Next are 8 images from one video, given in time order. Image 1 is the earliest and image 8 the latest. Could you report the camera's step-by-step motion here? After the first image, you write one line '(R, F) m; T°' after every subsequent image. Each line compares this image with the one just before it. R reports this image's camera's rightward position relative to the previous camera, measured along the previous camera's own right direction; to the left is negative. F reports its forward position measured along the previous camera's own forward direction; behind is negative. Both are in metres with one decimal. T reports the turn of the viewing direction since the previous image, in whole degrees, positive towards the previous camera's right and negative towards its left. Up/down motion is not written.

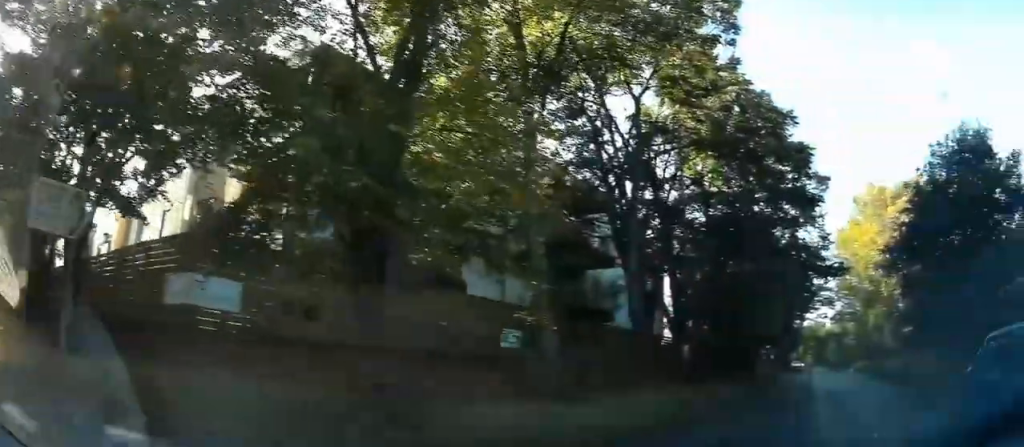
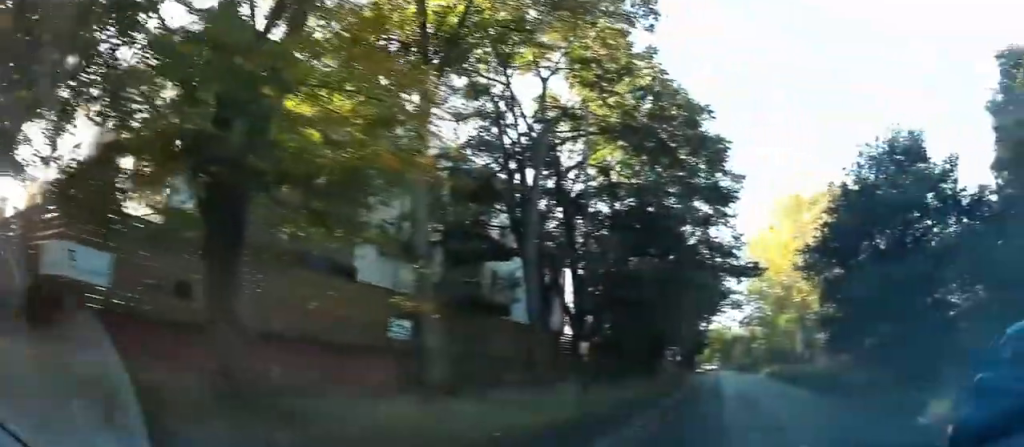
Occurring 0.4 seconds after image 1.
(0.0, +1.0) m; +6°
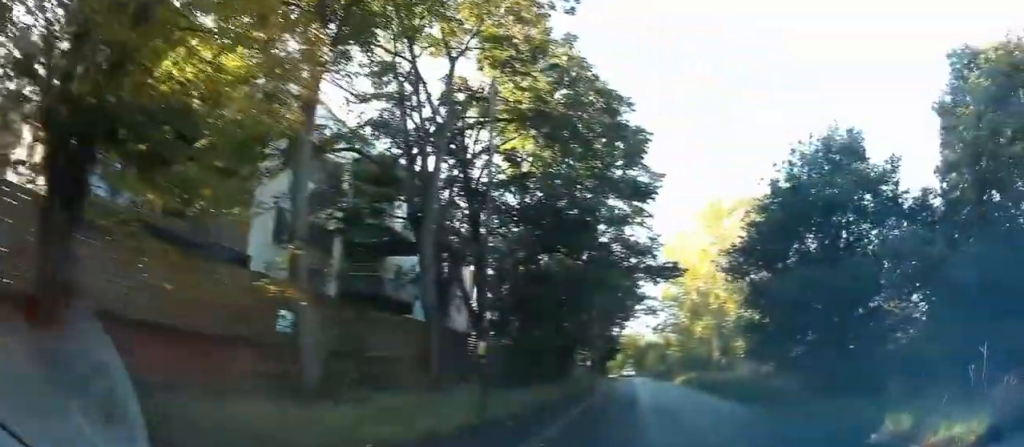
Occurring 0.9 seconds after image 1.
(+0.2, +1.4) m; +5°
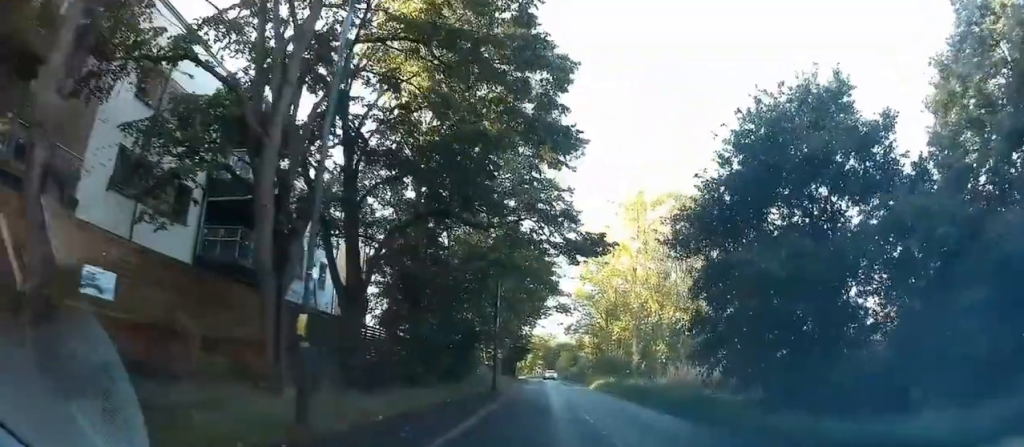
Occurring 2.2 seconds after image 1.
(+0.5, +4.4) m; +5°
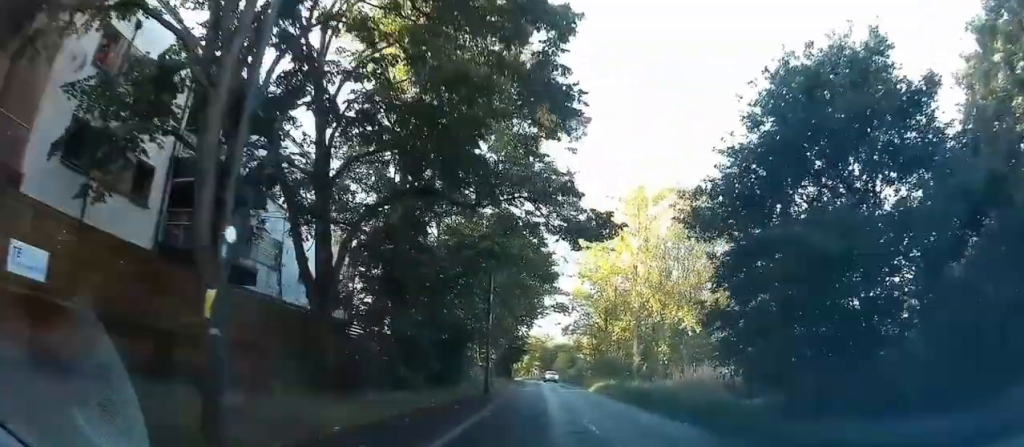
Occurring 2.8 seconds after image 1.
(-0.1, +2.3) m; -1°
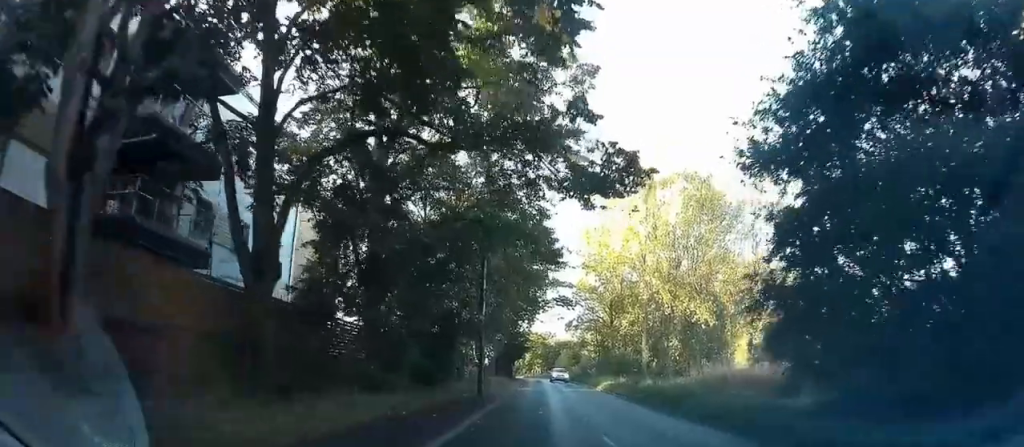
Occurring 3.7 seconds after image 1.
(-0.1, +3.6) m; -1°
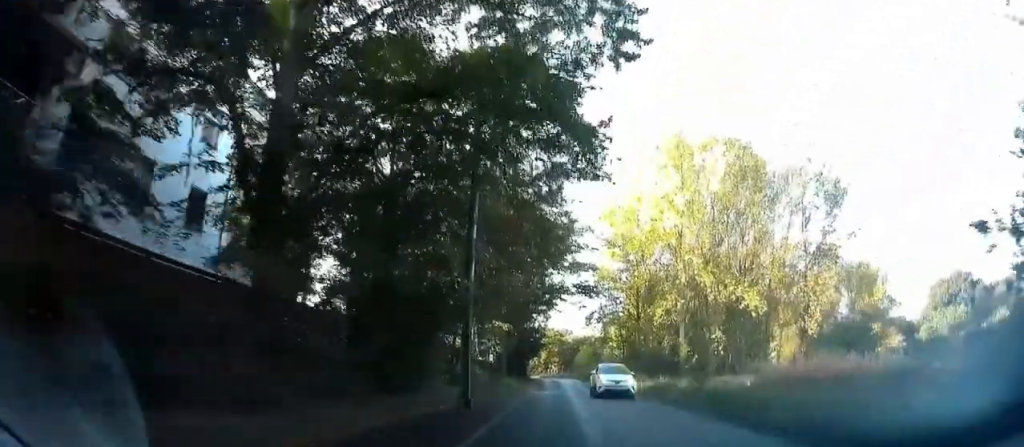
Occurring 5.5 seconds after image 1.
(-0.1, +8.1) m; +2°
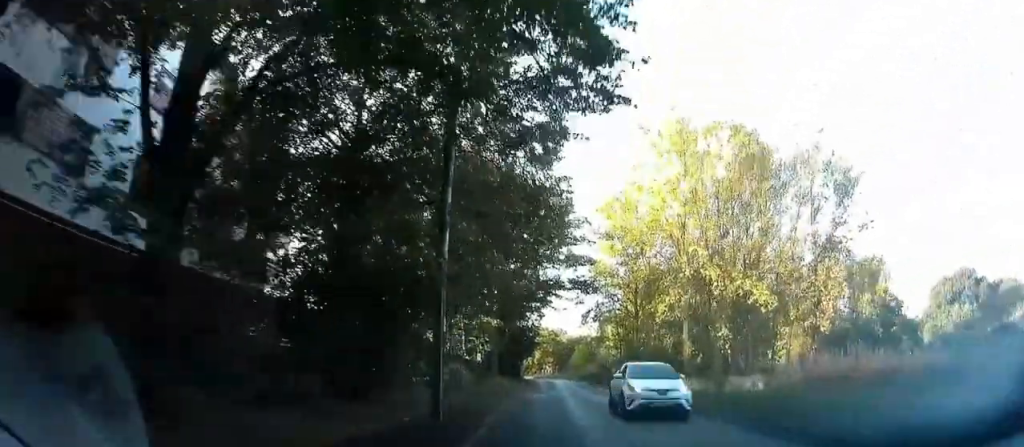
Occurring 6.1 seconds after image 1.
(+0.1, +2.8) m; +3°
